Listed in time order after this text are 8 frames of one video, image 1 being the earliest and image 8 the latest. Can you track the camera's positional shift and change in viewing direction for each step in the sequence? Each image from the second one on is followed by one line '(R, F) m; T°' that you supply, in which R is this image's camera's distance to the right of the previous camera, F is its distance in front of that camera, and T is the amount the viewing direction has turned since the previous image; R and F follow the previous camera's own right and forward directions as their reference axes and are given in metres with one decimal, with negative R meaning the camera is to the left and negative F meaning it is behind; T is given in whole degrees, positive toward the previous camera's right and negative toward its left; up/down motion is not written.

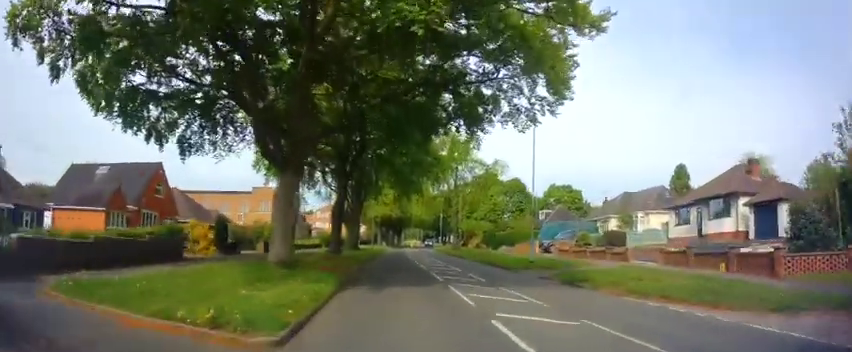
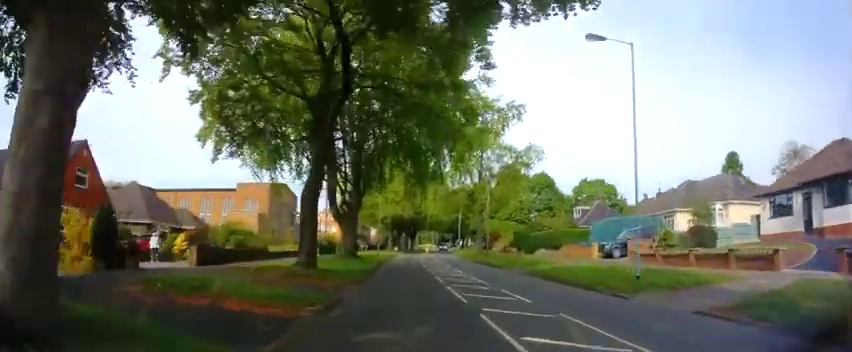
(-0.3, +10.7) m; -2°
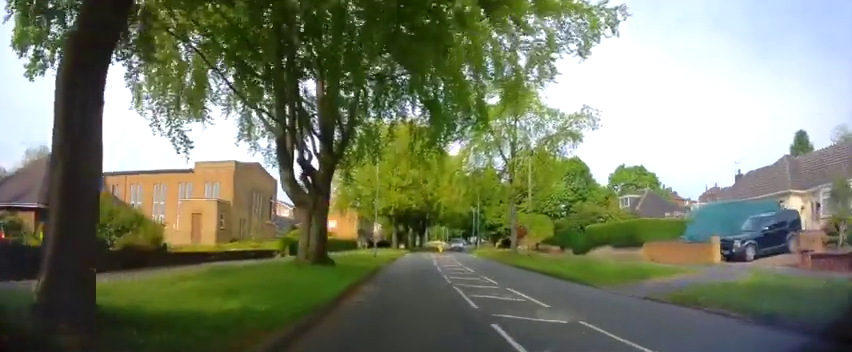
(0.0, +12.9) m; -1°
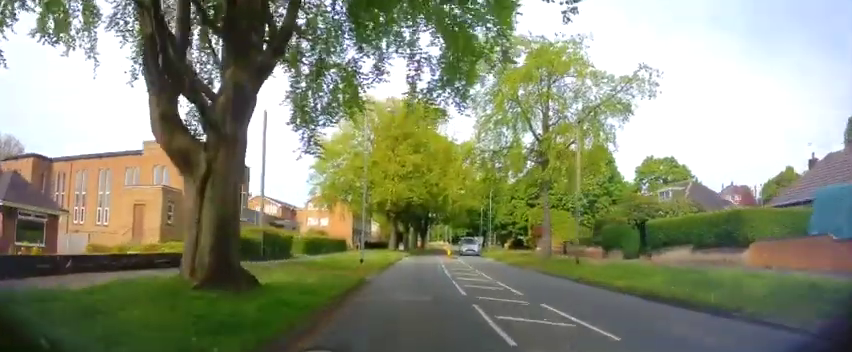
(+0.1, +9.1) m; -2°
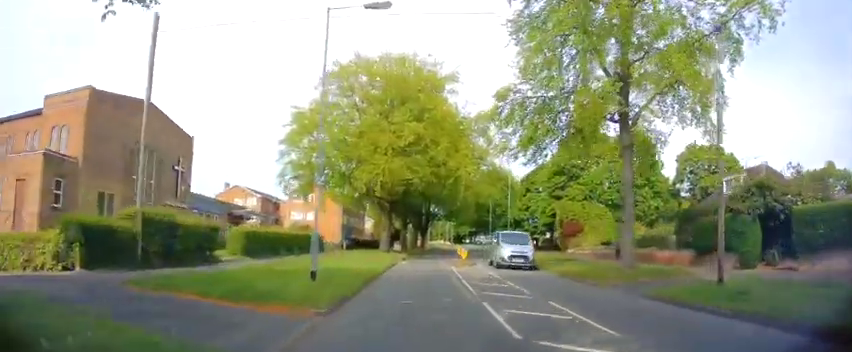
(-0.5, +11.0) m; 0°
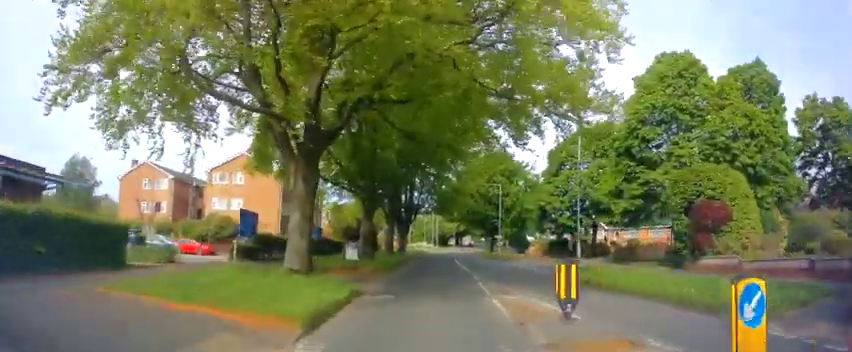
(+0.9, +23.2) m; +3°
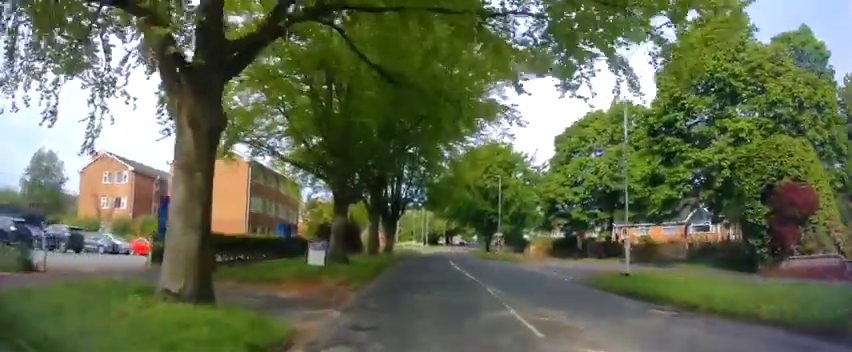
(0.0, +6.3) m; 0°
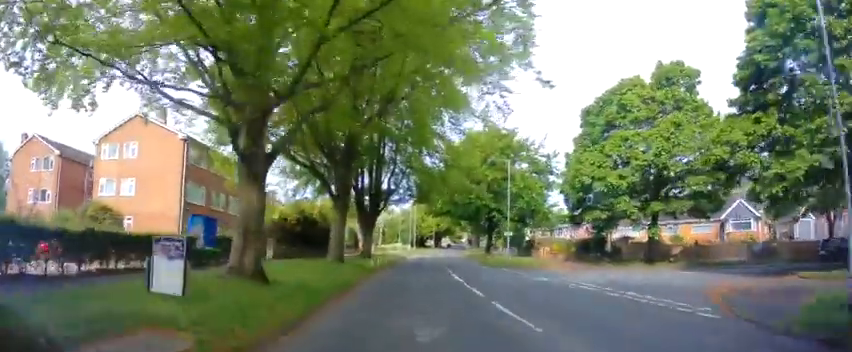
(0.0, +10.1) m; 0°
